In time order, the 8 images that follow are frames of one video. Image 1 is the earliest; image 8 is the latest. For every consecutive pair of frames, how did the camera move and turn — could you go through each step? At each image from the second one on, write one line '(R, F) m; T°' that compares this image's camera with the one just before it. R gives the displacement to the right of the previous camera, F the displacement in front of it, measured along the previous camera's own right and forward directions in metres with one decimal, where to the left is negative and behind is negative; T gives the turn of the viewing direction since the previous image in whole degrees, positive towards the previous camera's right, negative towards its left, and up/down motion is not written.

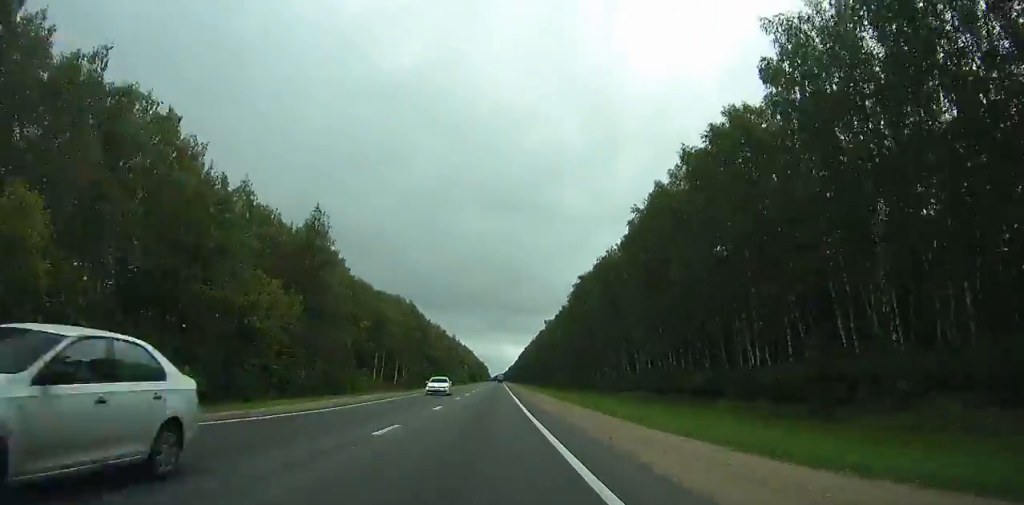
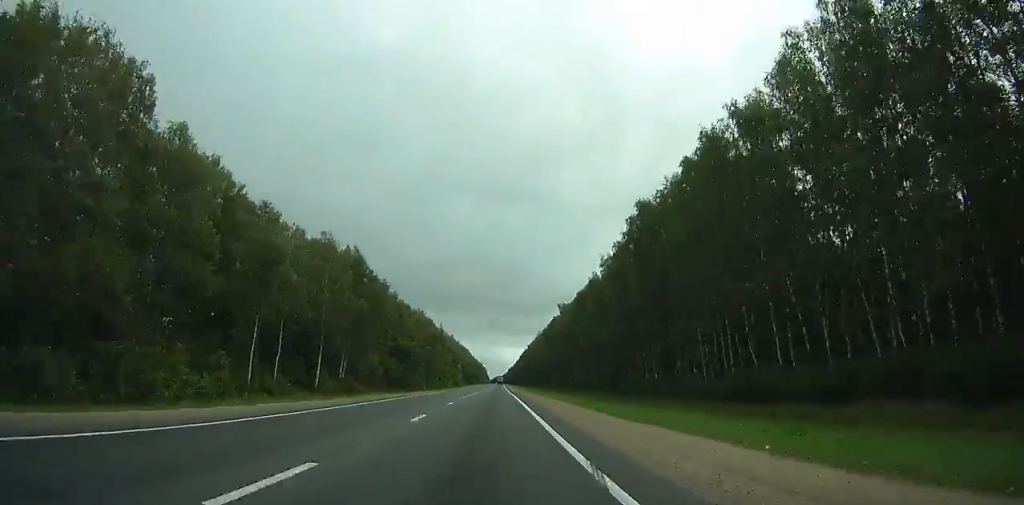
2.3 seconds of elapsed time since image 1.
(+2.3, +56.8) m; +2°
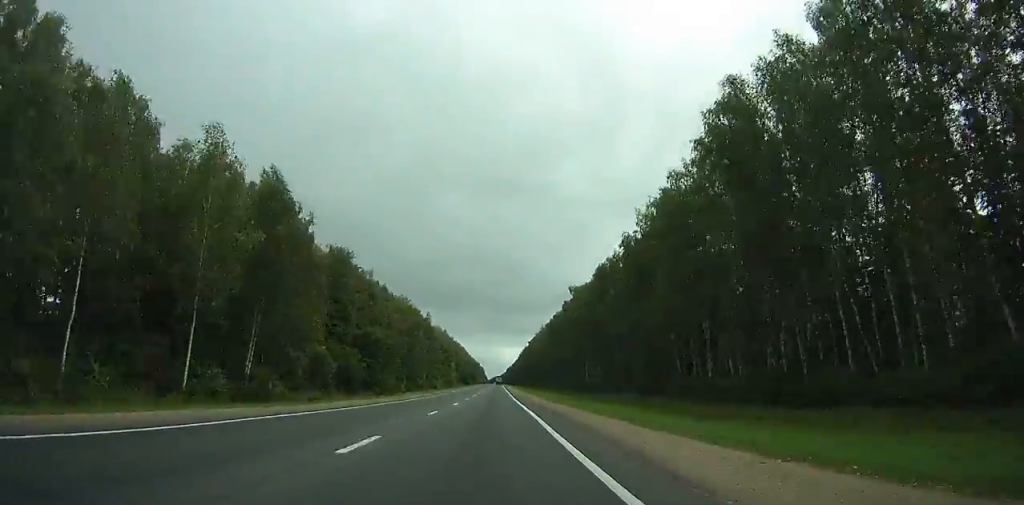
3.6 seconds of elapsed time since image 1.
(-0.4, +32.6) m; 0°
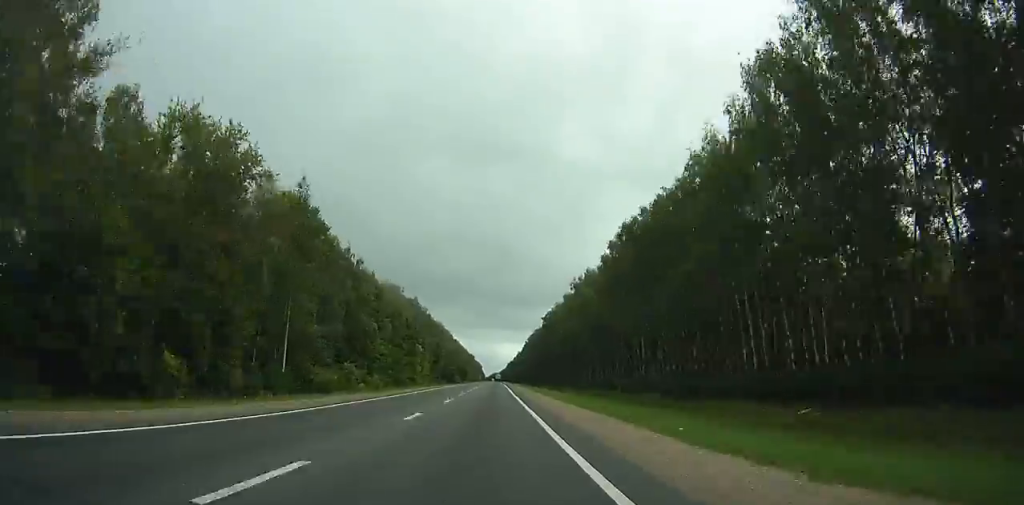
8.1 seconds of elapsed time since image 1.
(+1.6, +115.0) m; +1°
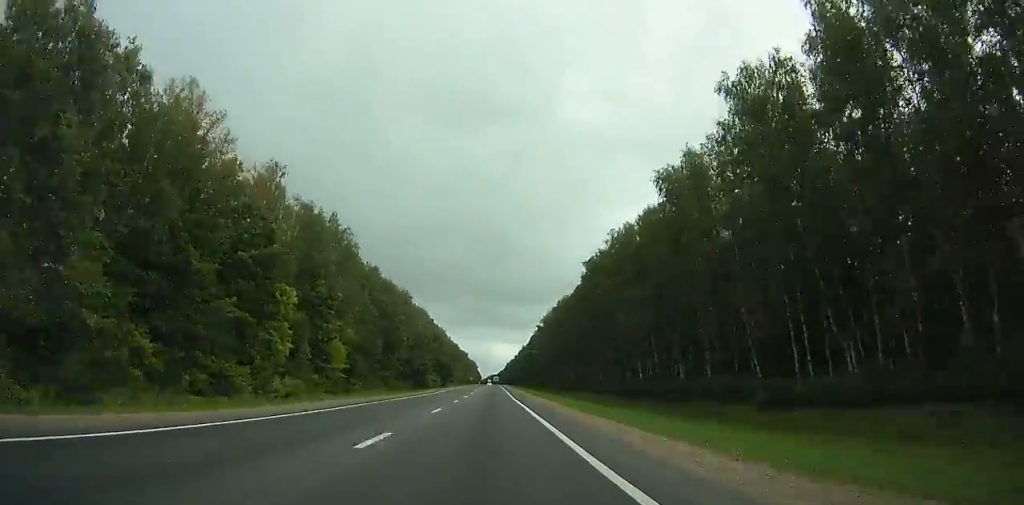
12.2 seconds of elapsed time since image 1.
(+0.3, +104.5) m; 0°
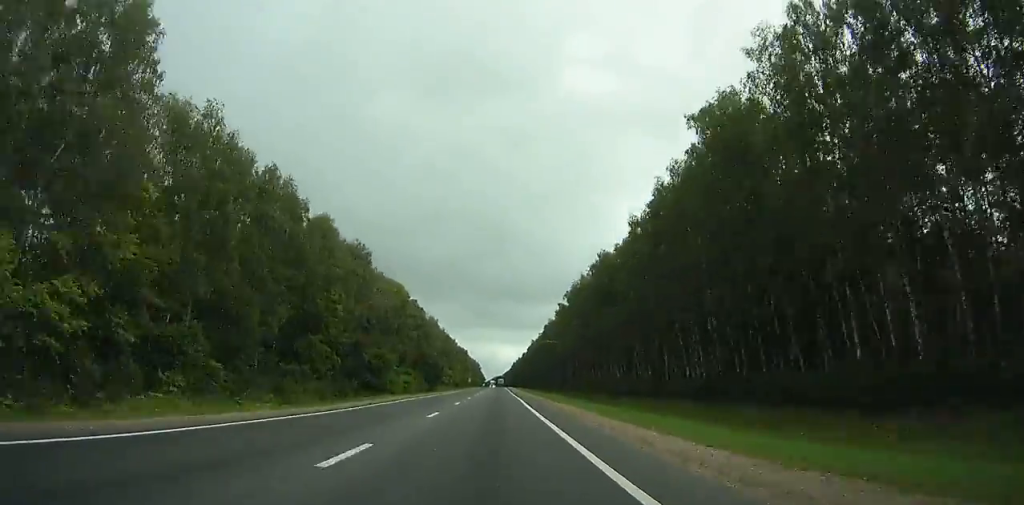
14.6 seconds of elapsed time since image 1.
(0.0, +60.8) m; 0°
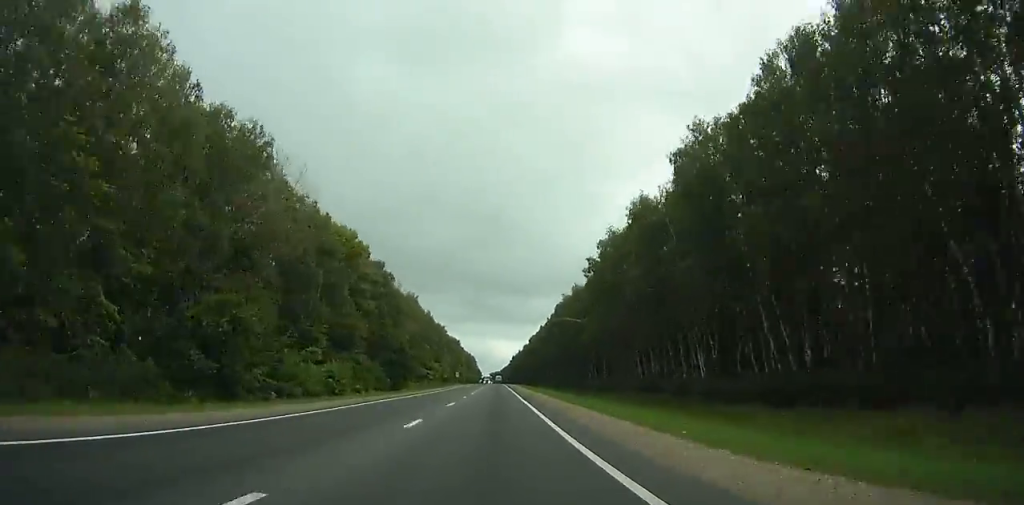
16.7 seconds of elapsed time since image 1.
(-0.1, +53.4) m; -1°
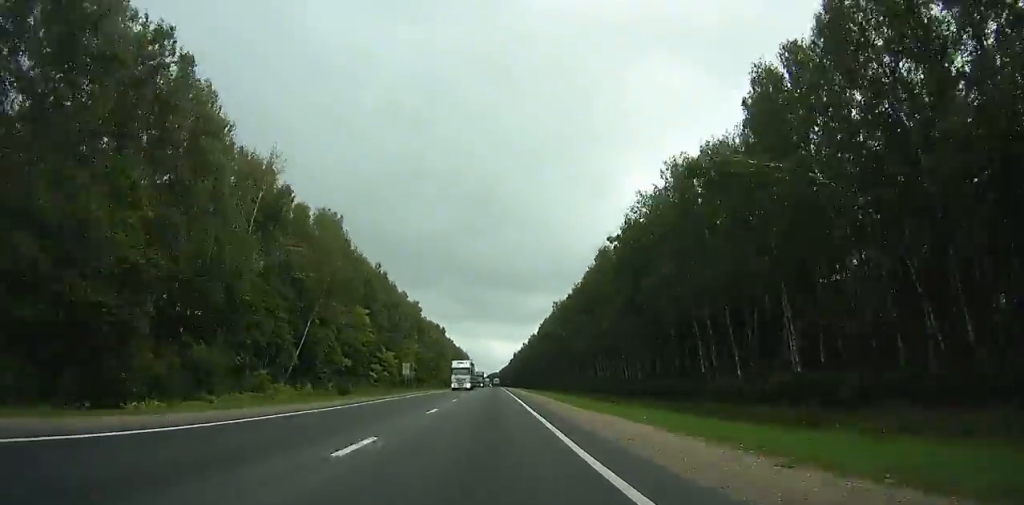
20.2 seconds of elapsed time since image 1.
(-0.9, +89.4) m; -1°
